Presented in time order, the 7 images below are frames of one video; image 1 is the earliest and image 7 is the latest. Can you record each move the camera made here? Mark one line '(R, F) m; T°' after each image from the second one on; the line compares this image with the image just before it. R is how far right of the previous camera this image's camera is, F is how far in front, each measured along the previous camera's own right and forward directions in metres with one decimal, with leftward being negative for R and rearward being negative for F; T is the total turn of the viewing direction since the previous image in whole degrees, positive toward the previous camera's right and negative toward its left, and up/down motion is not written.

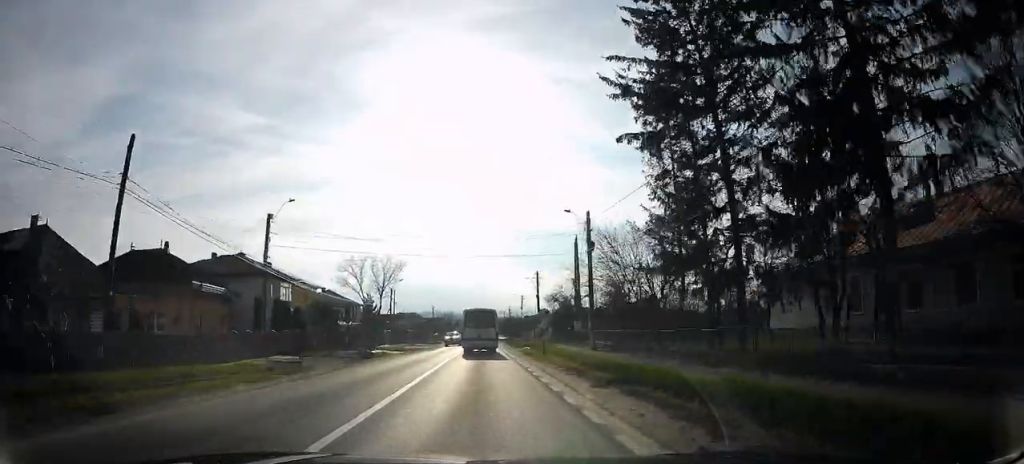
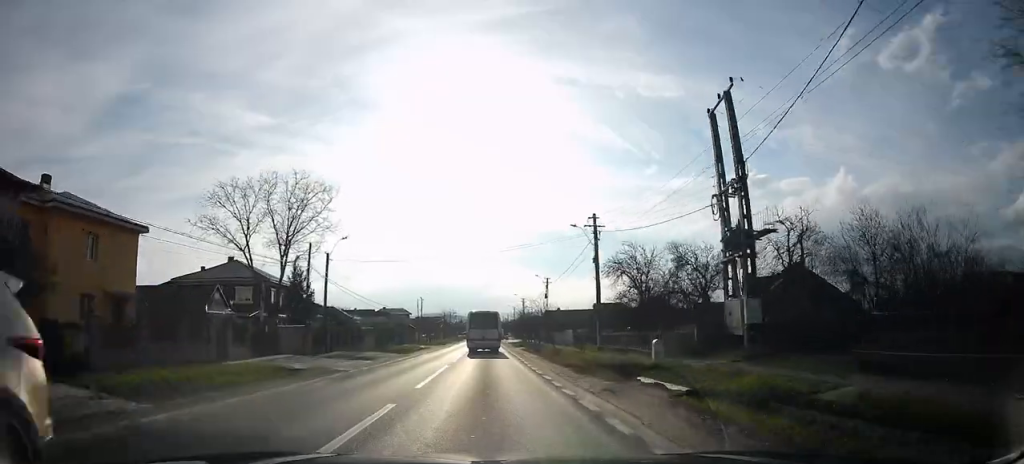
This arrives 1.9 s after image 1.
(0.0, +31.0) m; 0°
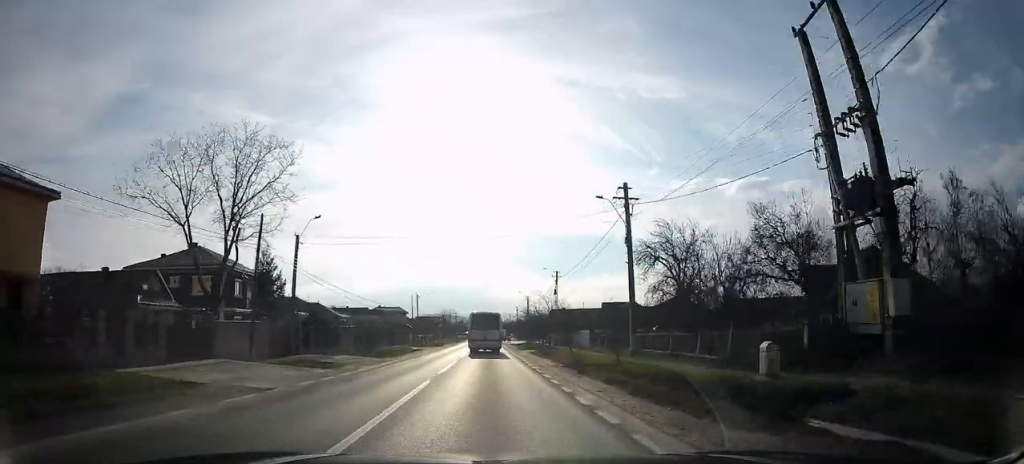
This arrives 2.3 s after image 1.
(0.0, +7.1) m; 0°
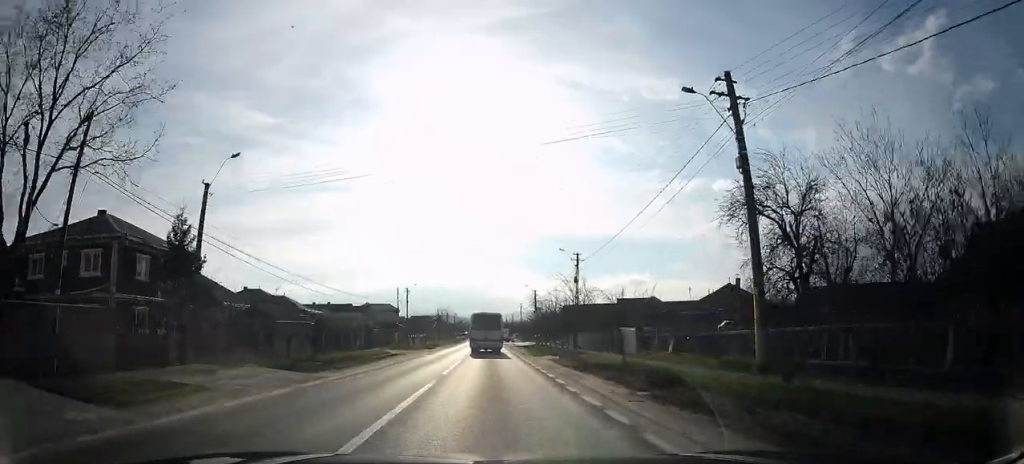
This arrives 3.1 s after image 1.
(-0.1, +12.1) m; 0°
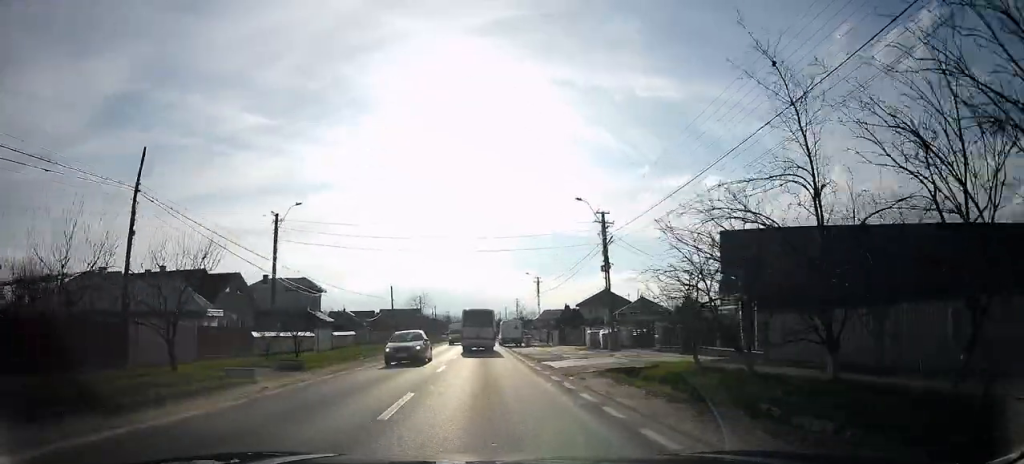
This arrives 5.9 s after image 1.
(-0.1, +46.5) m; 0°
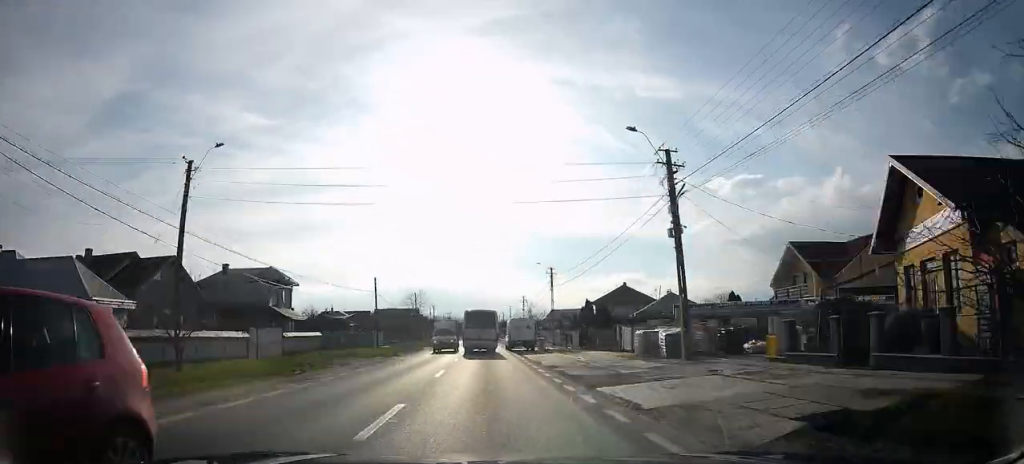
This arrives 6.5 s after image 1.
(0.0, +10.5) m; 0°
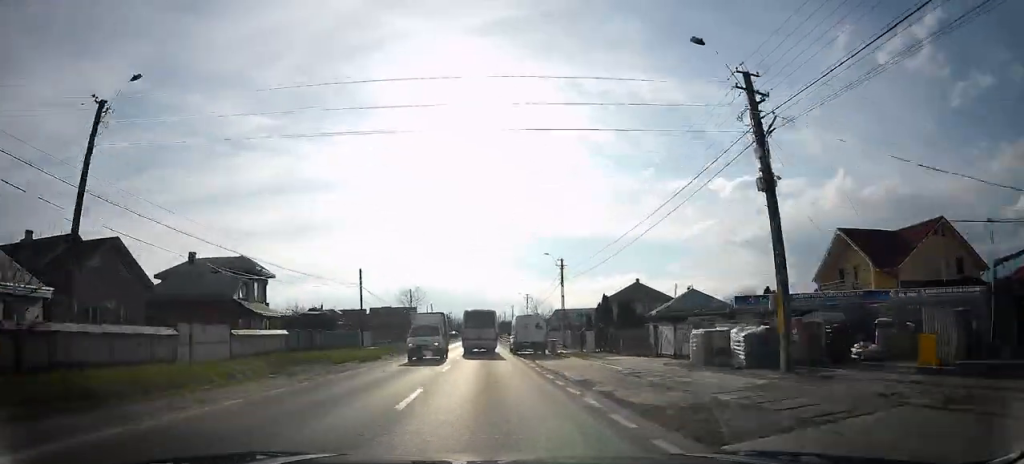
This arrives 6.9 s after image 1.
(0.0, +6.7) m; 0°
